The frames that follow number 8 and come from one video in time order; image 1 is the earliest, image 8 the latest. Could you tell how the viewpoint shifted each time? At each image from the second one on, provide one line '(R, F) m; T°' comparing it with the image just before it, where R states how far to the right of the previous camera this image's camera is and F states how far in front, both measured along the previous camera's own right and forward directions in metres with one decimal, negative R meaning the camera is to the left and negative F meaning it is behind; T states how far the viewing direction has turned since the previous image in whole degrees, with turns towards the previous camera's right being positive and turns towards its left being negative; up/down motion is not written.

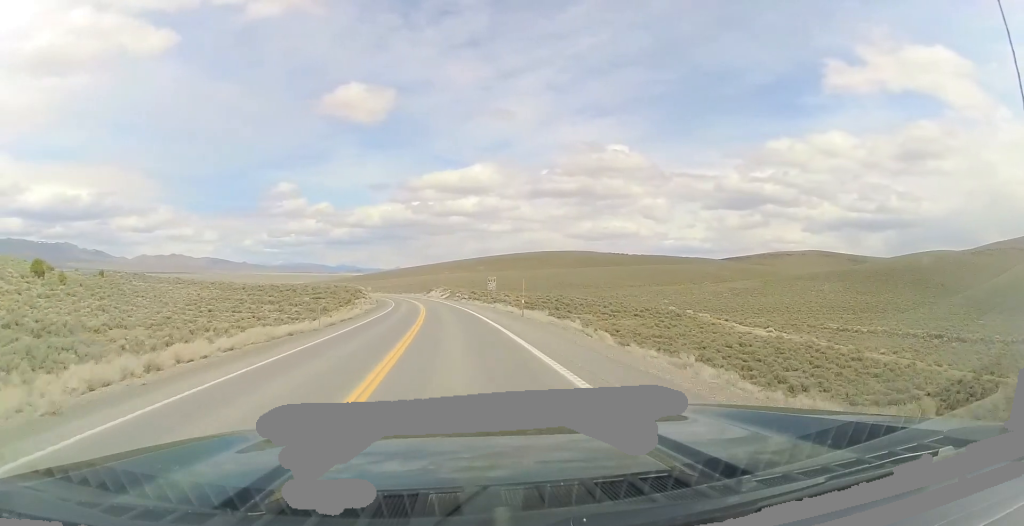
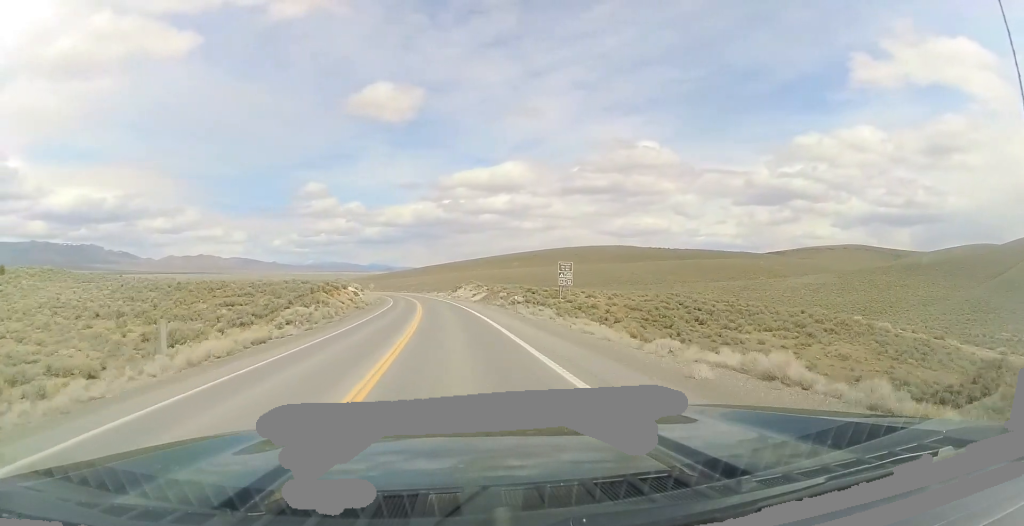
(-1.4, +43.6) m; -4°
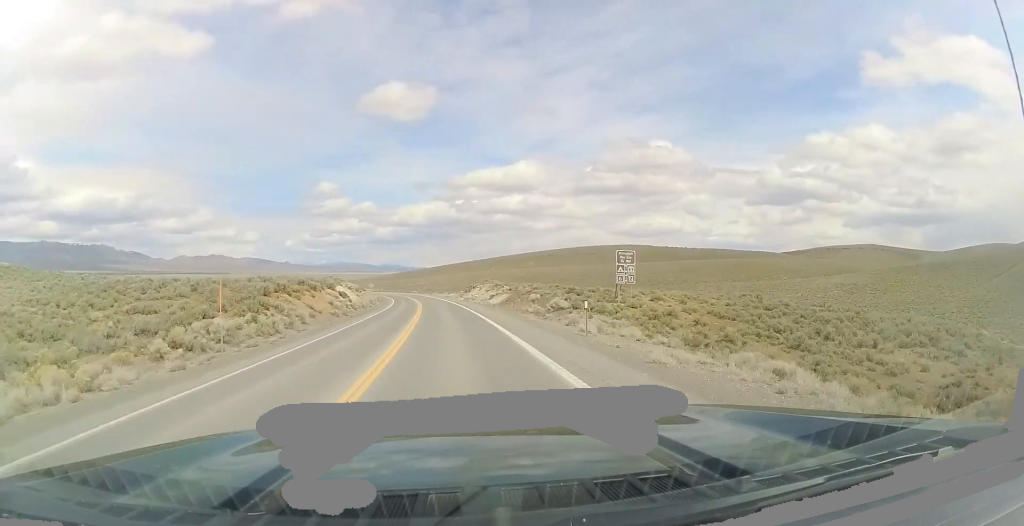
(0.0, +15.6) m; -1°
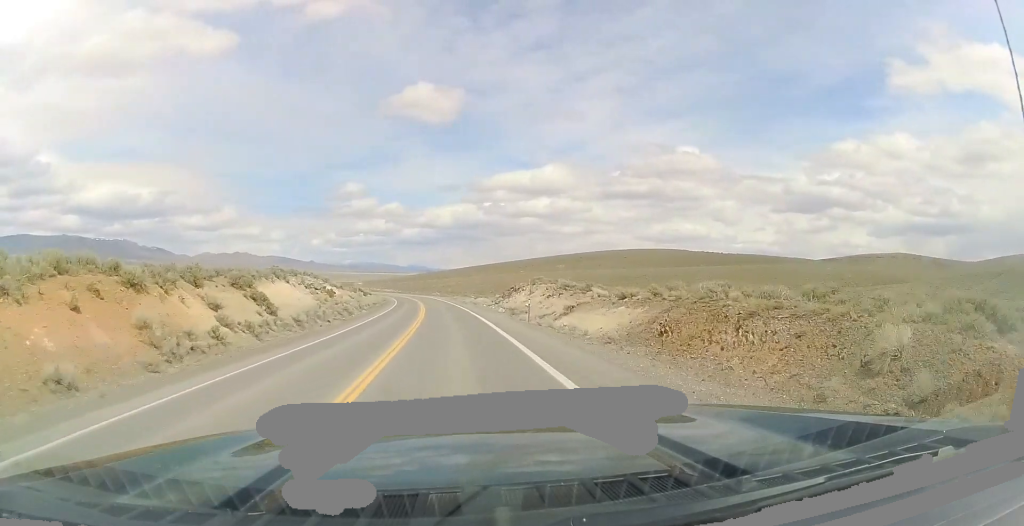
(-0.7, +32.8) m; -1°
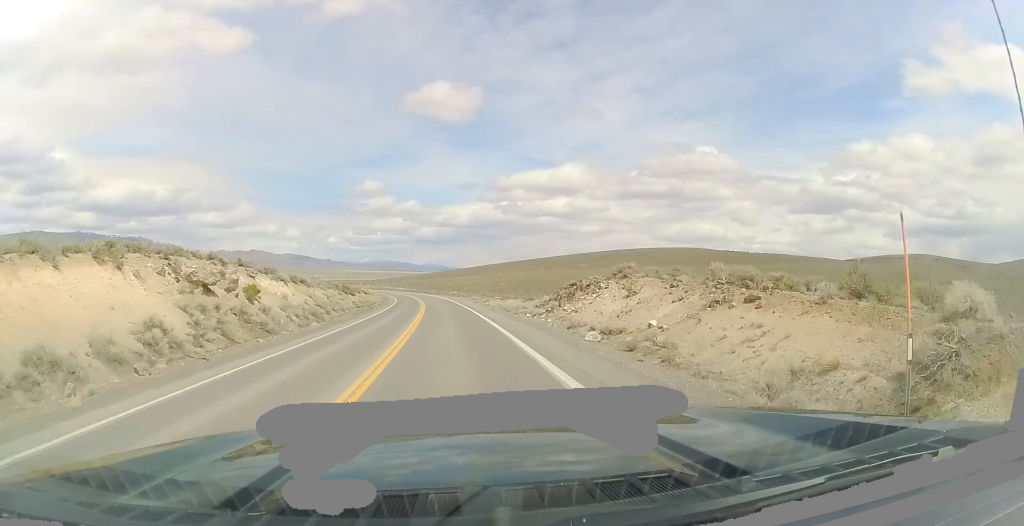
(-0.1, +24.2) m; -2°
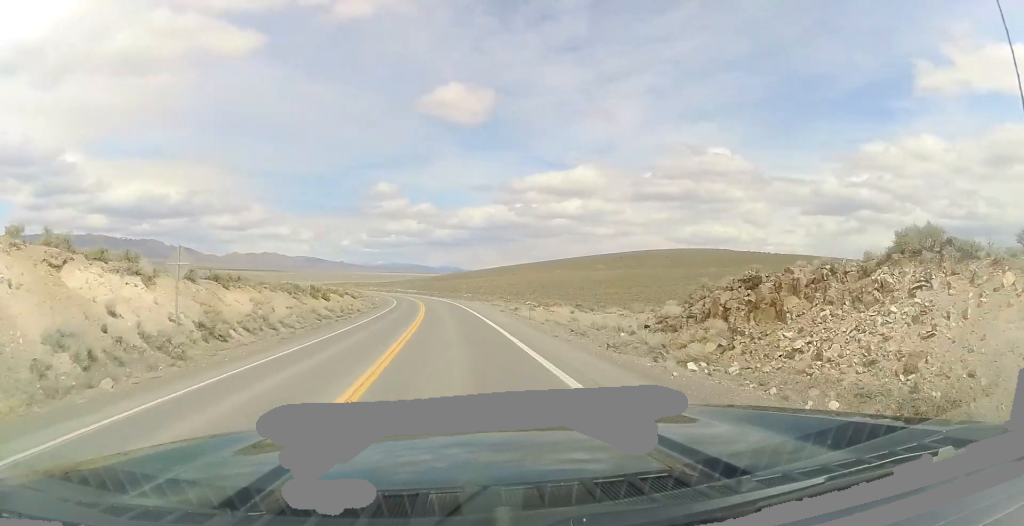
(-0.8, +20.9) m; -2°
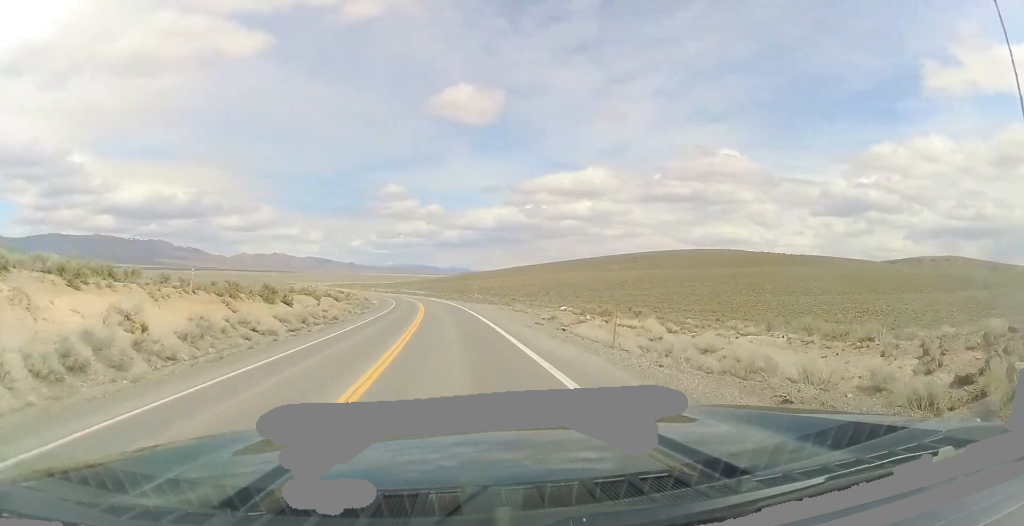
(-0.1, +14.0) m; 0°
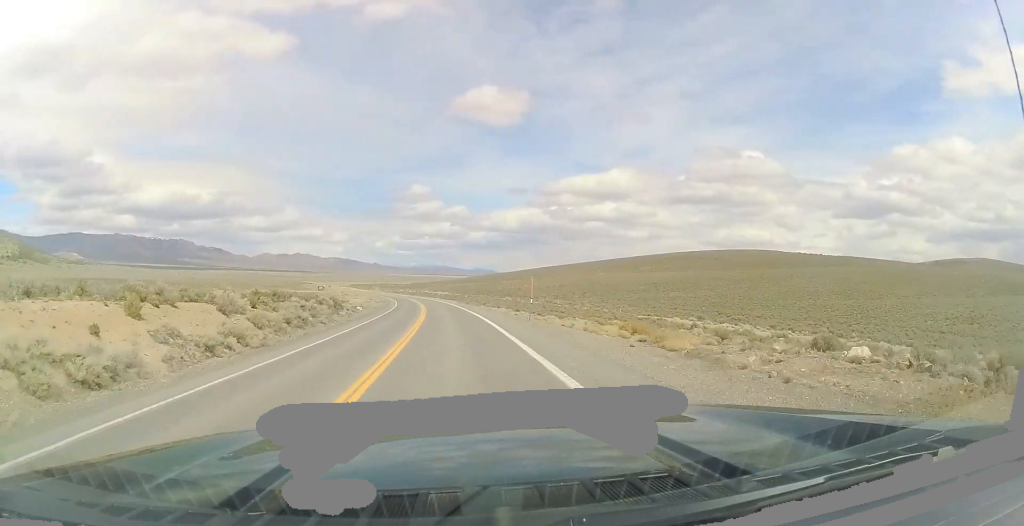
(-0.1, +30.3) m; -4°
